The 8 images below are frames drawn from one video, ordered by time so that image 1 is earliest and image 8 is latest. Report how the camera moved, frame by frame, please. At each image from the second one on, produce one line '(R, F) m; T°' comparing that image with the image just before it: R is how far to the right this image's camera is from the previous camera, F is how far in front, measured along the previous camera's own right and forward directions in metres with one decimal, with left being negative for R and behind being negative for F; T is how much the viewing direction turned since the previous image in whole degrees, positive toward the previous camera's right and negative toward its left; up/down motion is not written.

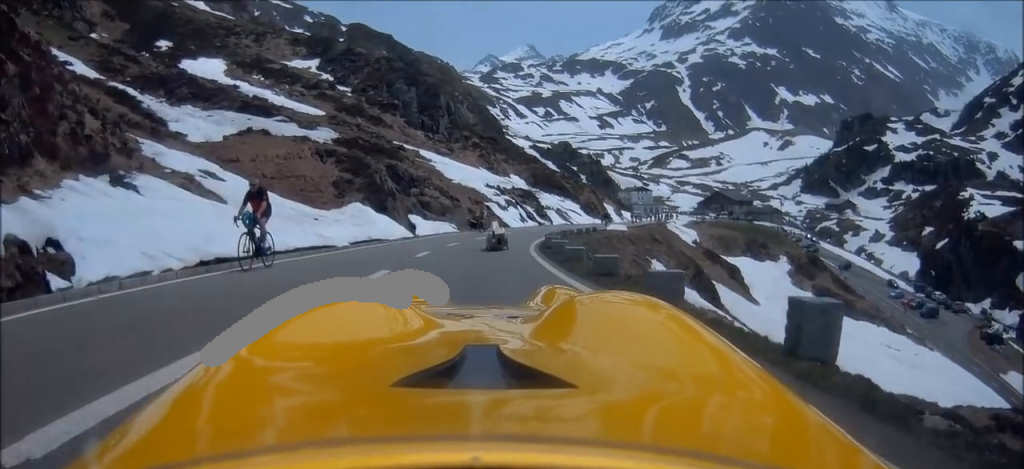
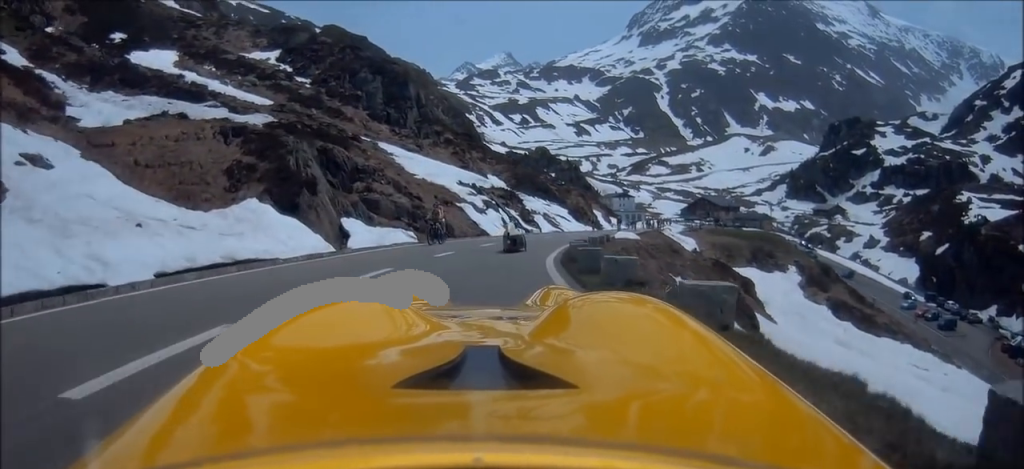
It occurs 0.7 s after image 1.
(+0.3, +10.8) m; +3°
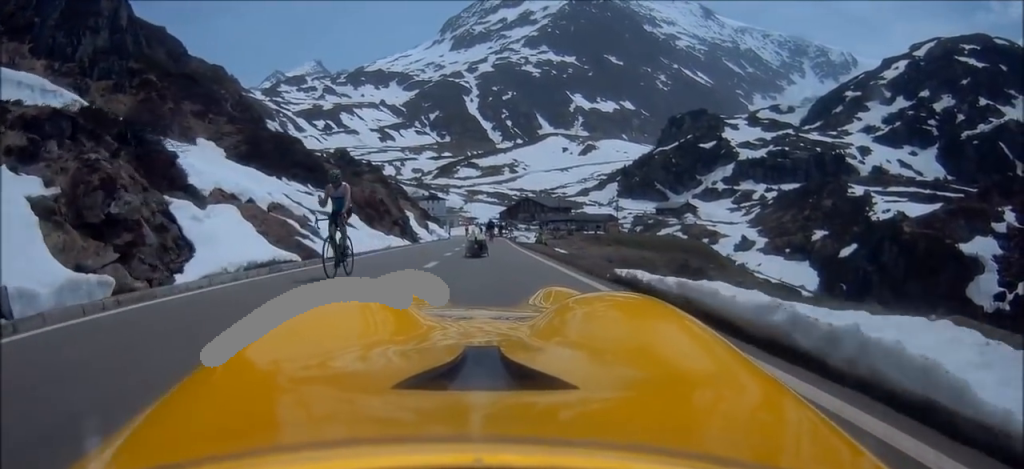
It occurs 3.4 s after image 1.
(+6.8, +36.6) m; +17°
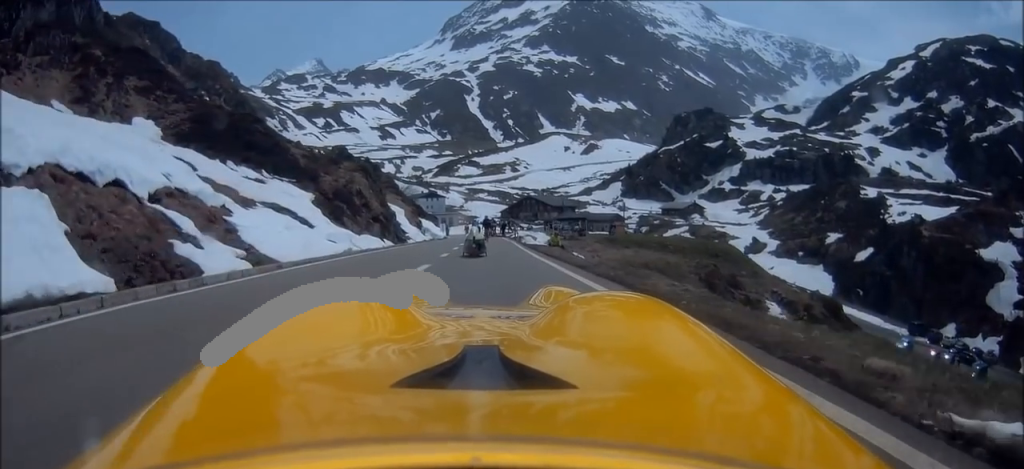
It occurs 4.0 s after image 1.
(-0.1, +7.4) m; +1°
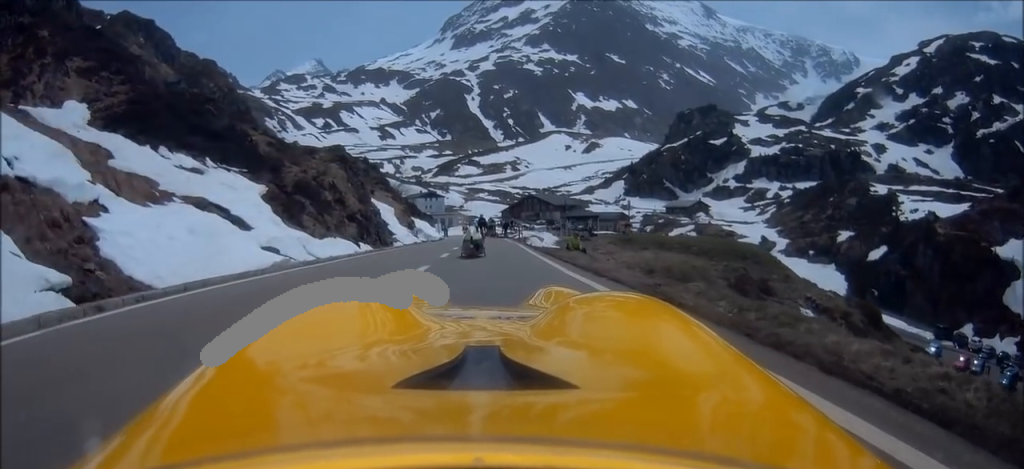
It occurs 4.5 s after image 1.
(+0.3, +5.9) m; +1°
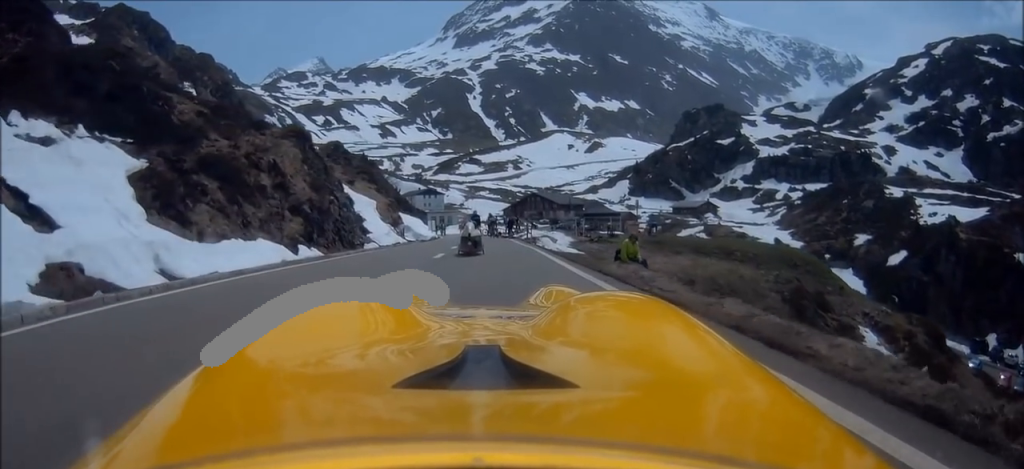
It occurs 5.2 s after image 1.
(0.0, +8.1) m; -1°
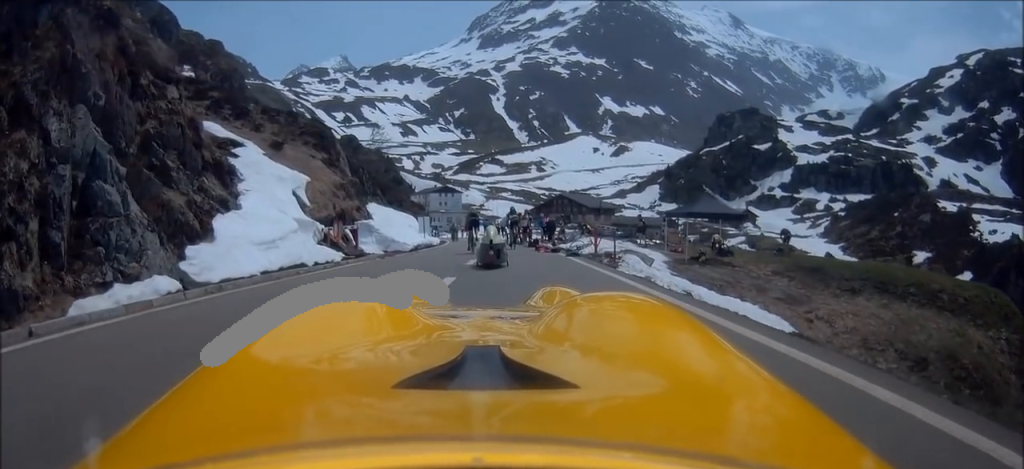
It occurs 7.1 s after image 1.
(-0.6, +18.8) m; -3°
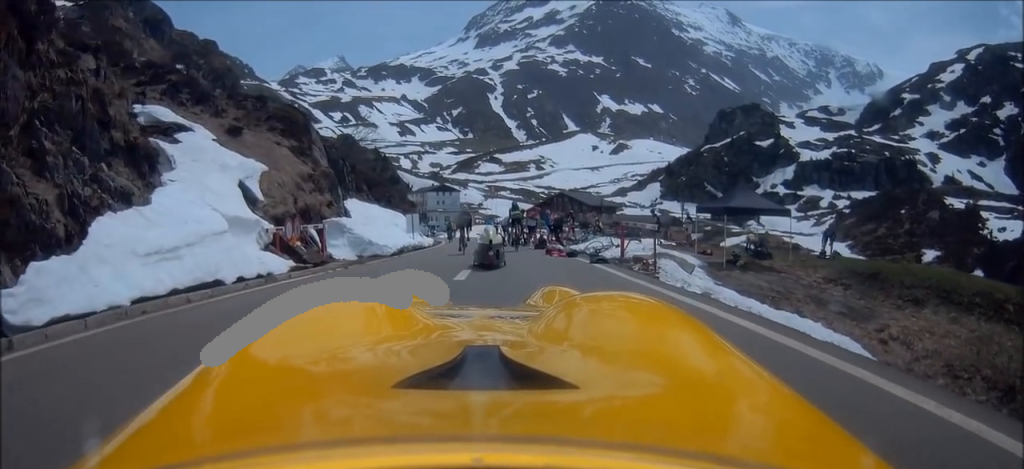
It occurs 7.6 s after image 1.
(+0.1, +4.3) m; -1°
